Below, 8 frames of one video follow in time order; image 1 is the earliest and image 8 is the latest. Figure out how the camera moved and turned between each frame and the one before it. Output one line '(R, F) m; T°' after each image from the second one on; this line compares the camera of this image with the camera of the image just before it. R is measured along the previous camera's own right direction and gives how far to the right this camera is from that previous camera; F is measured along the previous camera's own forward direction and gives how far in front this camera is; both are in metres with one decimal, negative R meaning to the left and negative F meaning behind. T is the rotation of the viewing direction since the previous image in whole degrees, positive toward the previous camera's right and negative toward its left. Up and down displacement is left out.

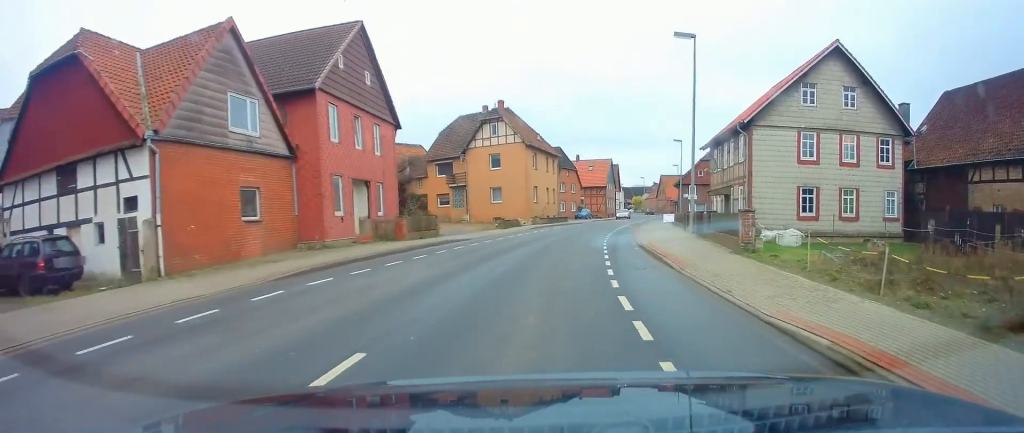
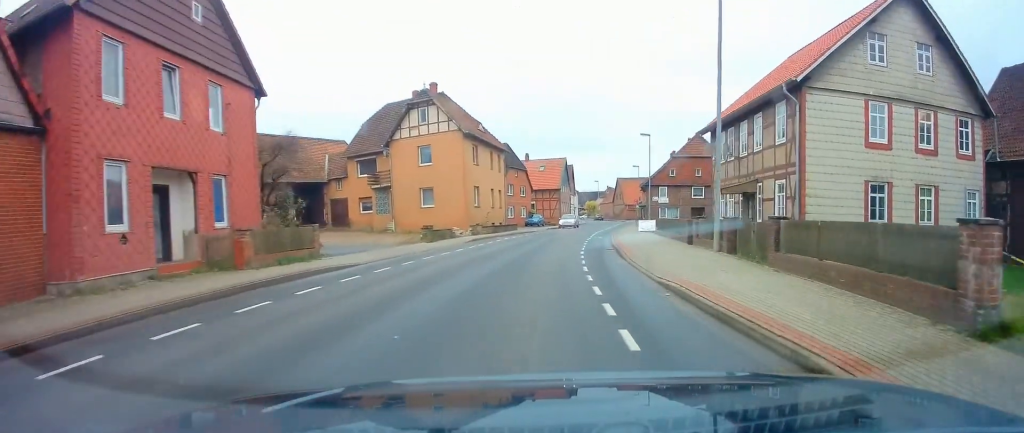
(+0.5, +10.5) m; +6°
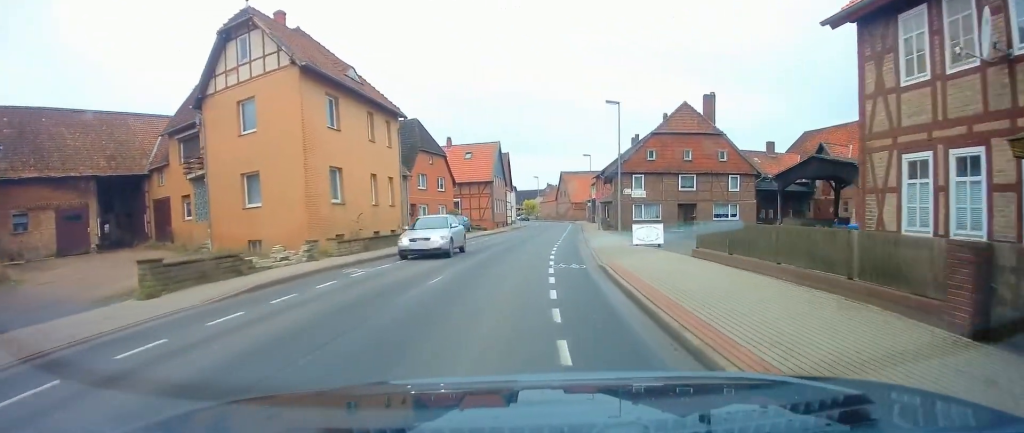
(+1.5, +18.4) m; +7°
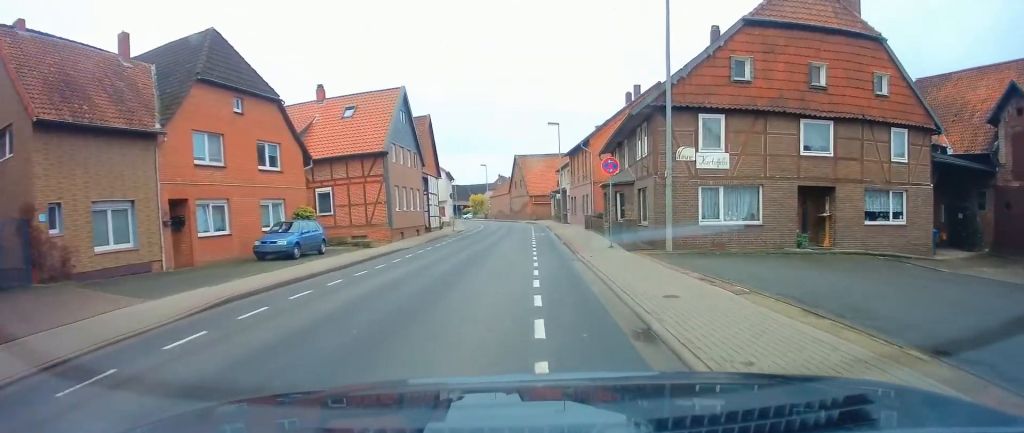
(+1.8, +26.8) m; +7°
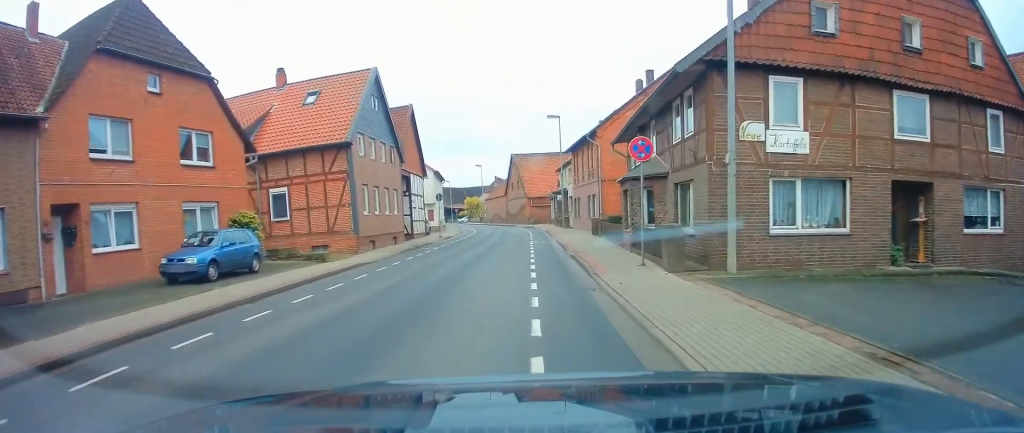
(+0.1, +5.8) m; +1°
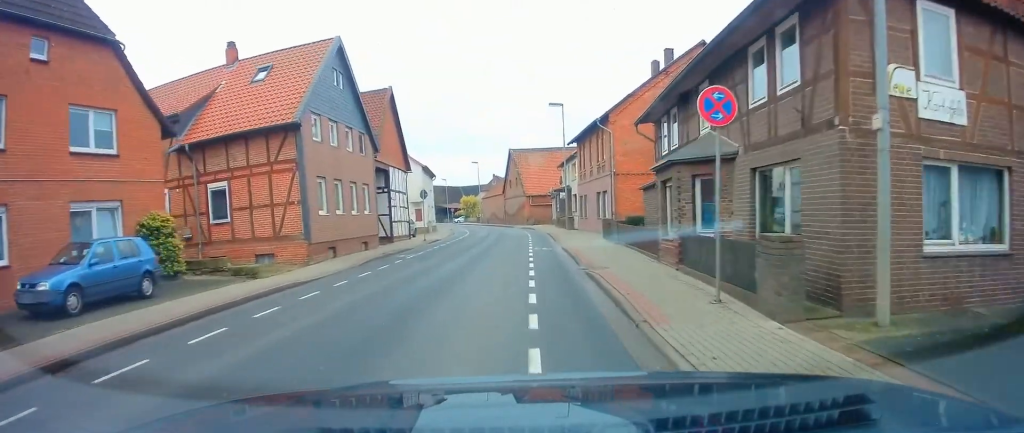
(0.0, +5.6) m; 0°
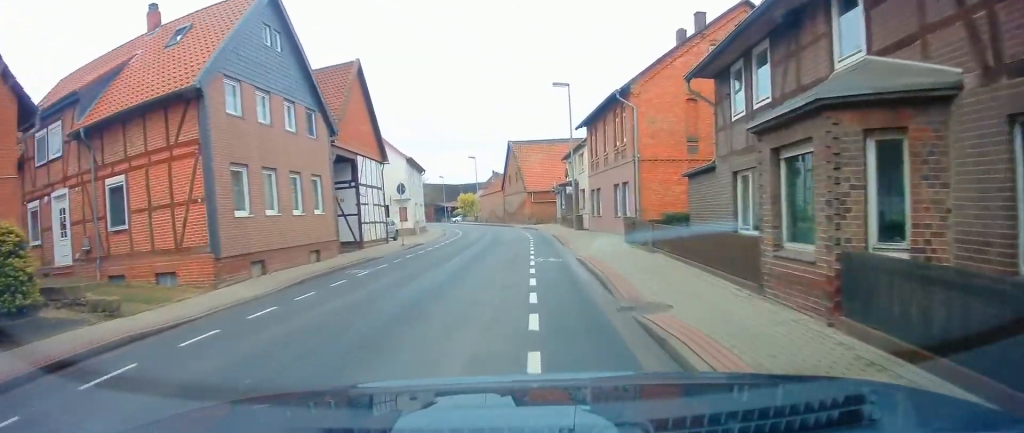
(0.0, +6.2) m; 0°
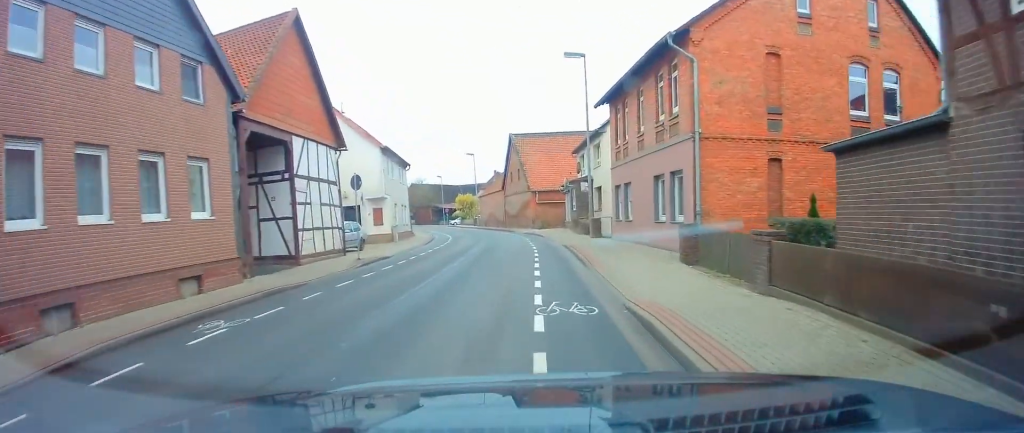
(0.0, +8.0) m; -1°
